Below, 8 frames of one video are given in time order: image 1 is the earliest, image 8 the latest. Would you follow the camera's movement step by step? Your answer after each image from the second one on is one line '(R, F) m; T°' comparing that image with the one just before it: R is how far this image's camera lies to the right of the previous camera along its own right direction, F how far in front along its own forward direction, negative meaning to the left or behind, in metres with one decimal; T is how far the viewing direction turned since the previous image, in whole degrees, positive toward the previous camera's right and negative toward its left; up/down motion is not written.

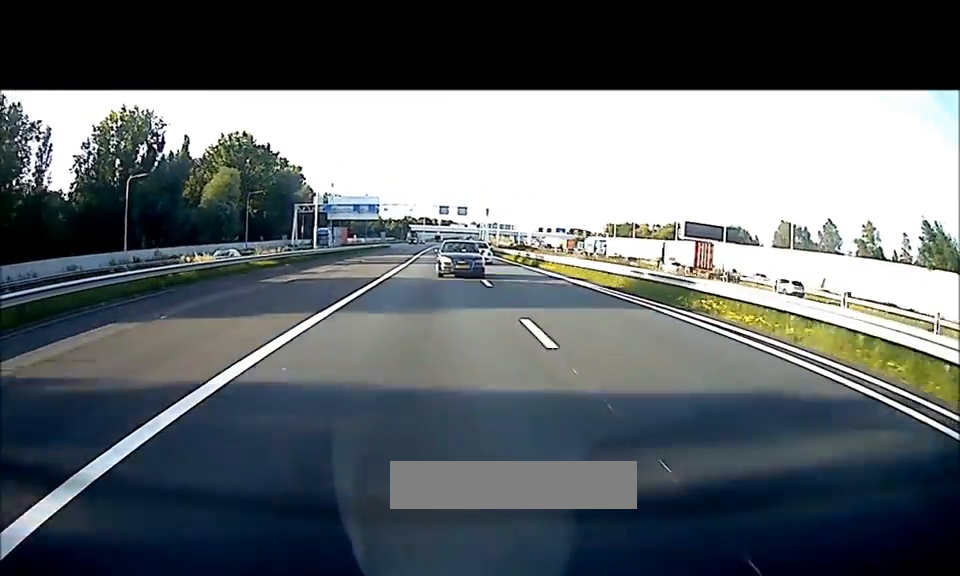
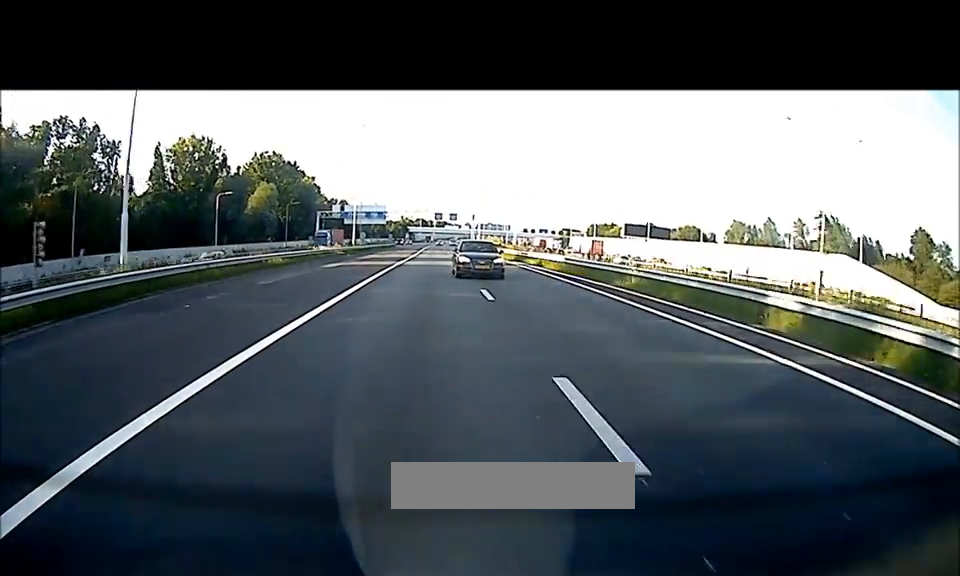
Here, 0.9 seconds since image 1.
(-0.1, +30.1) m; -1°
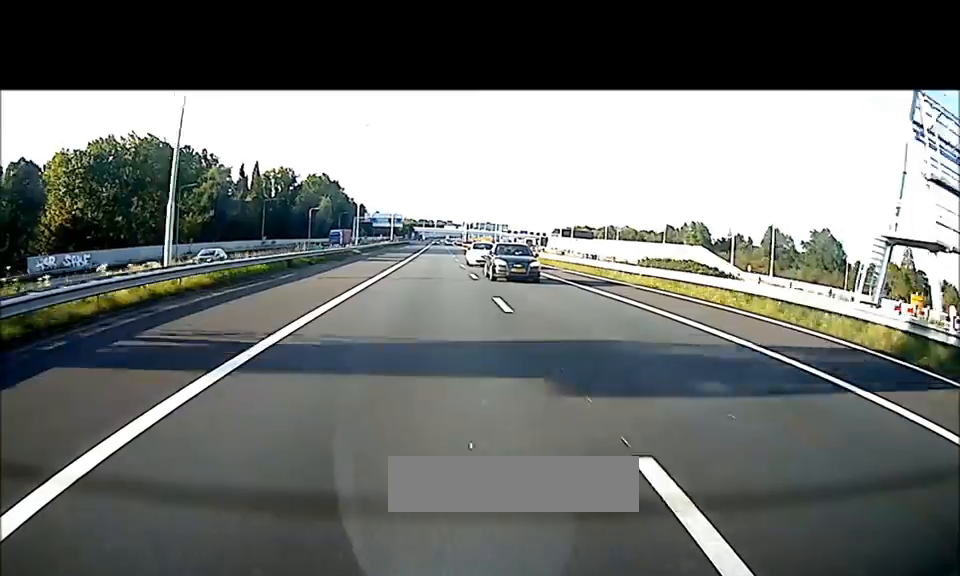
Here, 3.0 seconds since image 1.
(-0.6, +68.2) m; 0°
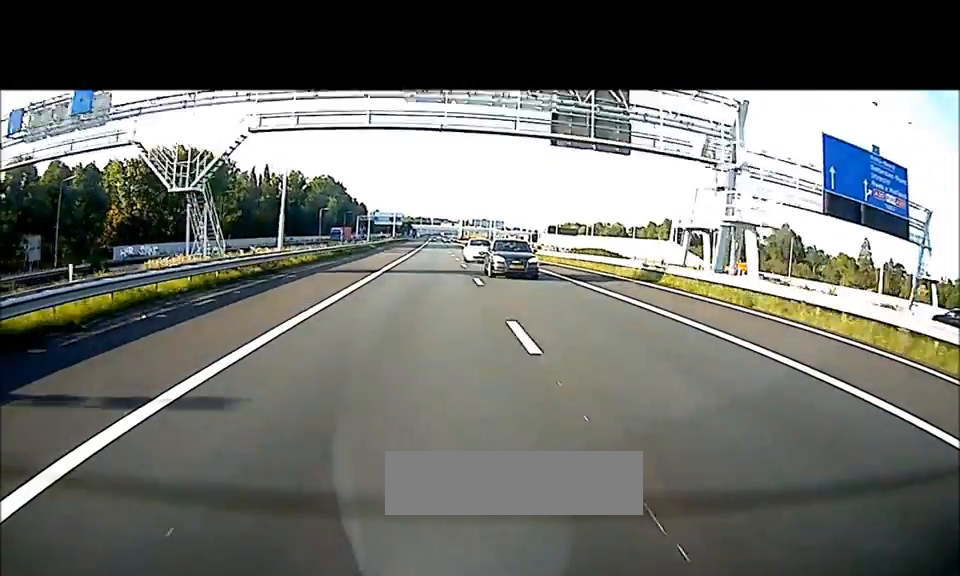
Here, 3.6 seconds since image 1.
(+0.1, +18.5) m; 0°
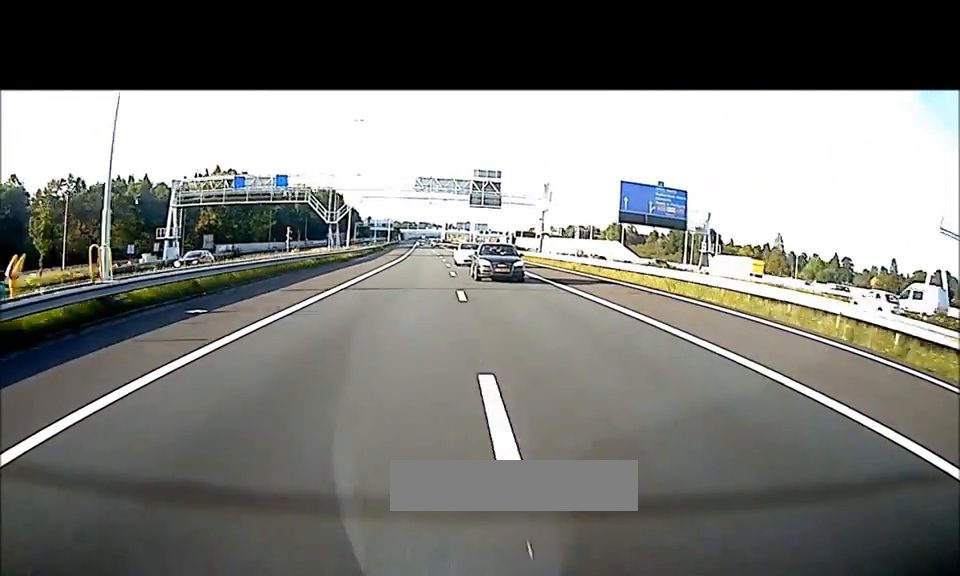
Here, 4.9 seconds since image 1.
(+0.2, +43.7) m; +1°
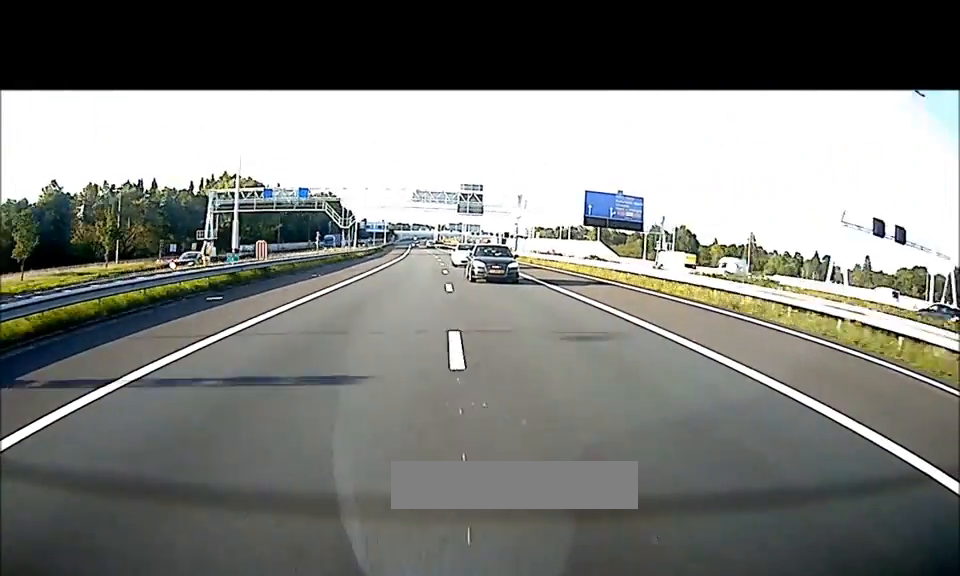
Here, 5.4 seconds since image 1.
(+0.1, +15.3) m; 0°
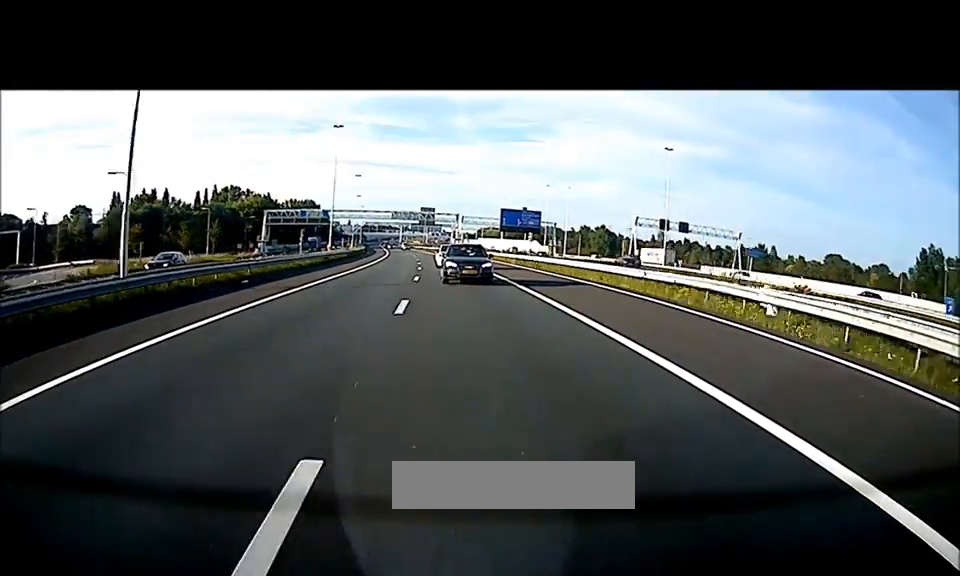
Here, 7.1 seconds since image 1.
(+0.7, +55.1) m; +2°
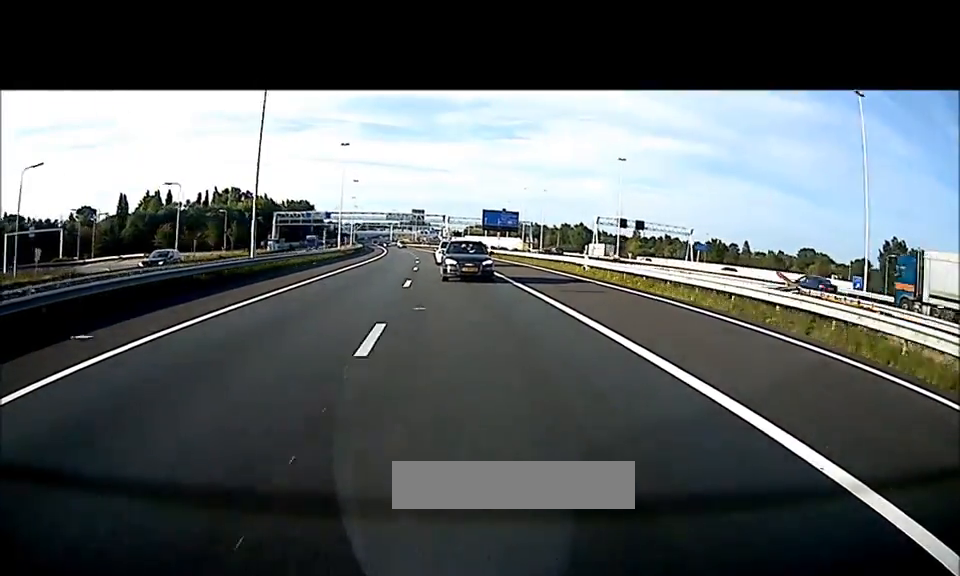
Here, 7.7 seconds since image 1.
(+0.3, +19.2) m; +1°
